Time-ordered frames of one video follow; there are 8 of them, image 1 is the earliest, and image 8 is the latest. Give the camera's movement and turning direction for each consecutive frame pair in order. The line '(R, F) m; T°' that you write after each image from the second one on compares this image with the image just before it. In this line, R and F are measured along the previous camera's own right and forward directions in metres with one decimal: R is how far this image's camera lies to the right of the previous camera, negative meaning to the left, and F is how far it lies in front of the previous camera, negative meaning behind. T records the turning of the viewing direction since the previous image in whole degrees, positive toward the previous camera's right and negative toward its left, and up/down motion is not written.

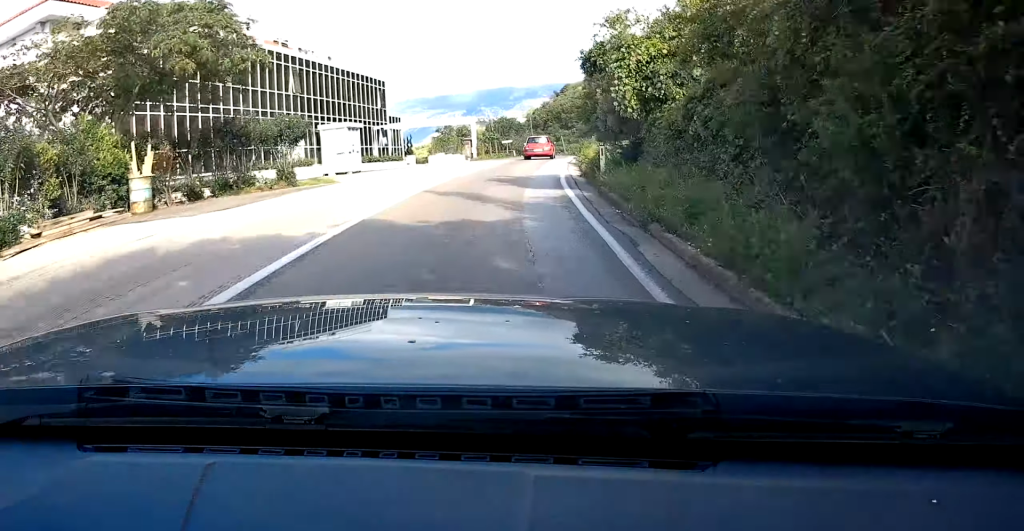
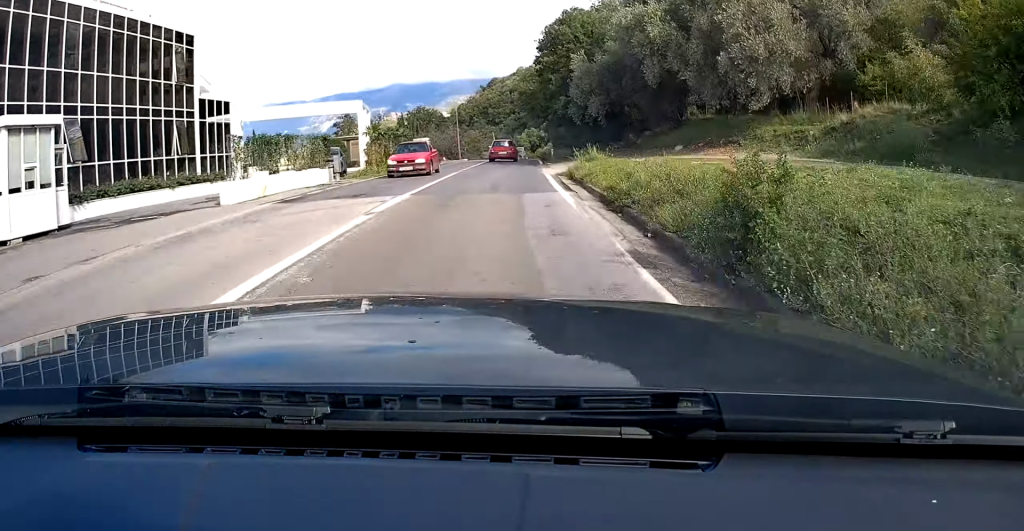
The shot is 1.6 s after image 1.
(+2.4, +24.2) m; +7°
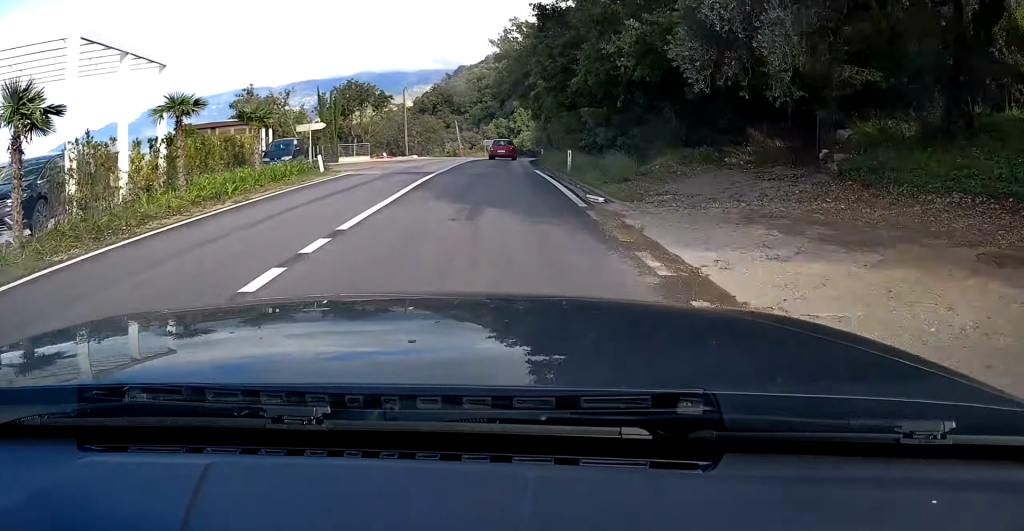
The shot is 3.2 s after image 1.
(+1.3, +24.7) m; +4°
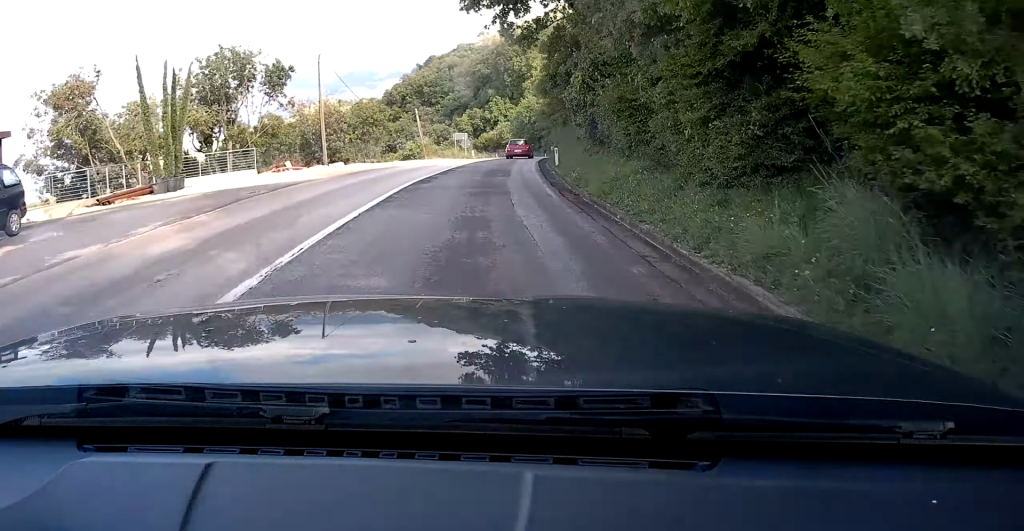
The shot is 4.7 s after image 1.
(+0.5, +23.4) m; +3°
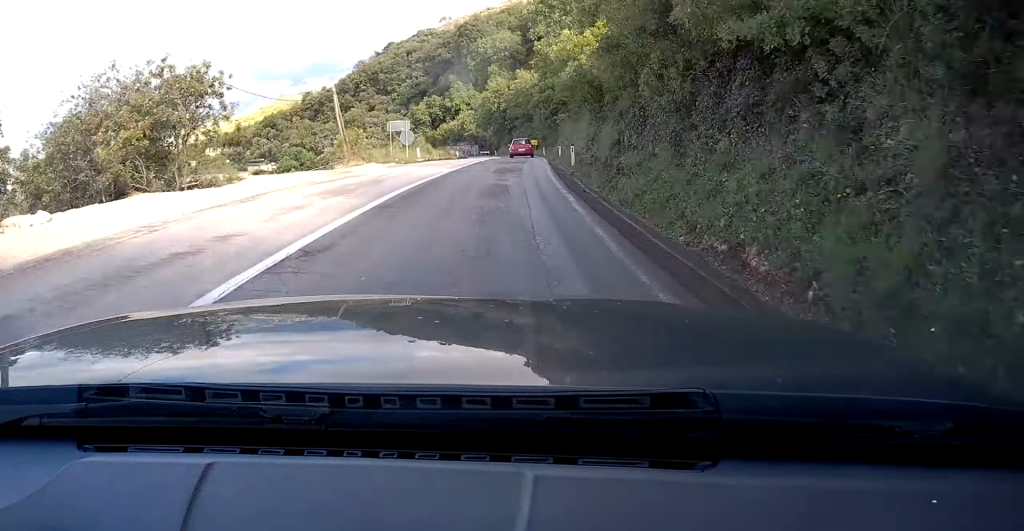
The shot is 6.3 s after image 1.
(+0.1, +25.3) m; +3°
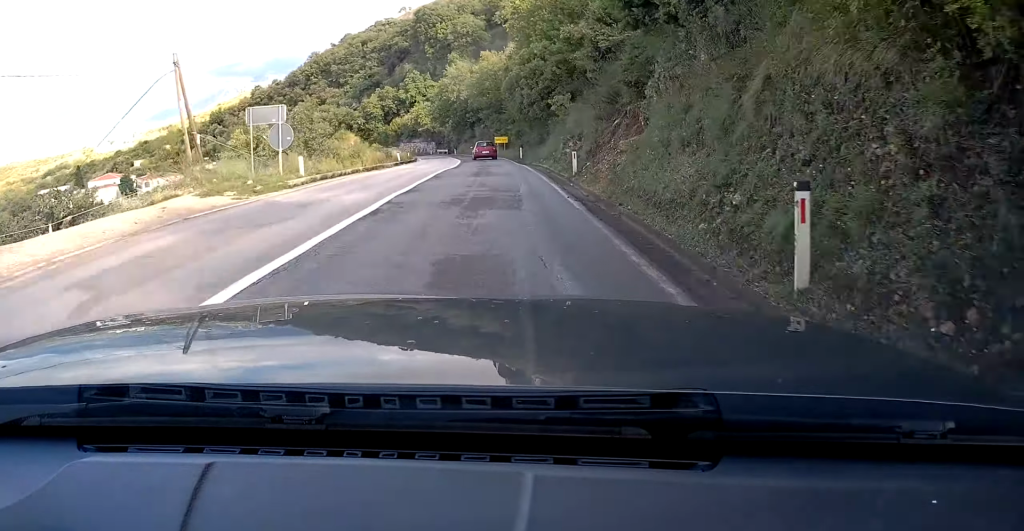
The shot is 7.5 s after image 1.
(+0.9, +19.8) m; +1°
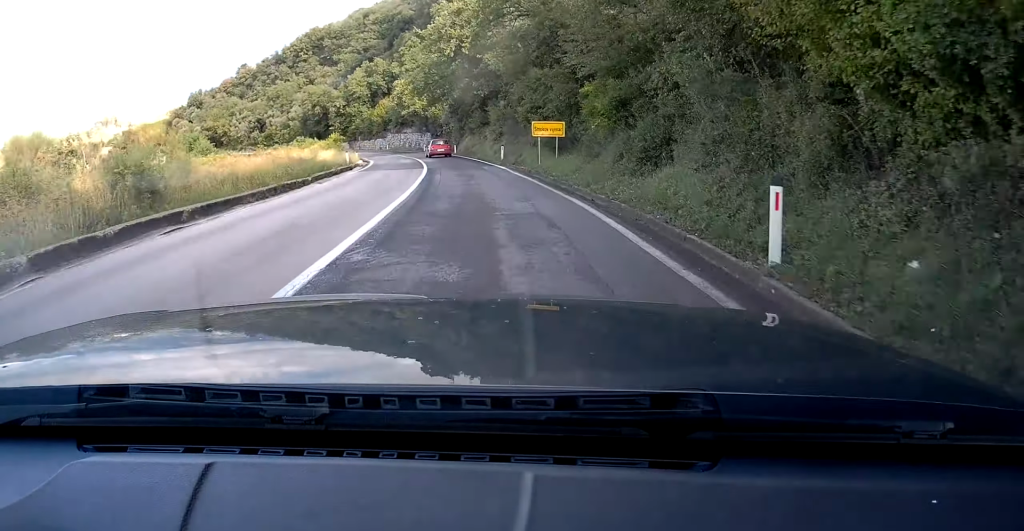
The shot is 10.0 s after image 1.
(+0.5, +42.7) m; -2°
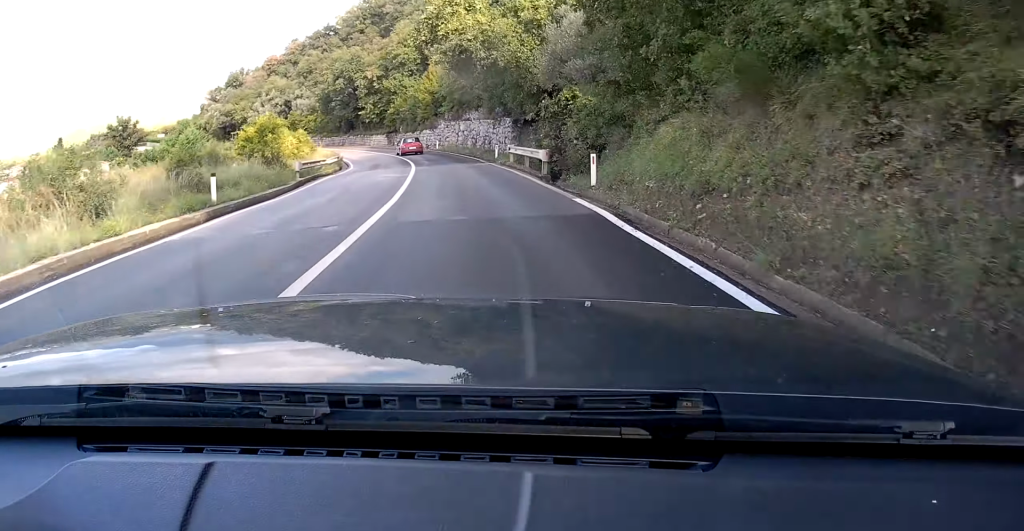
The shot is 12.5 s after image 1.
(-2.7, +45.9) m; -8°
